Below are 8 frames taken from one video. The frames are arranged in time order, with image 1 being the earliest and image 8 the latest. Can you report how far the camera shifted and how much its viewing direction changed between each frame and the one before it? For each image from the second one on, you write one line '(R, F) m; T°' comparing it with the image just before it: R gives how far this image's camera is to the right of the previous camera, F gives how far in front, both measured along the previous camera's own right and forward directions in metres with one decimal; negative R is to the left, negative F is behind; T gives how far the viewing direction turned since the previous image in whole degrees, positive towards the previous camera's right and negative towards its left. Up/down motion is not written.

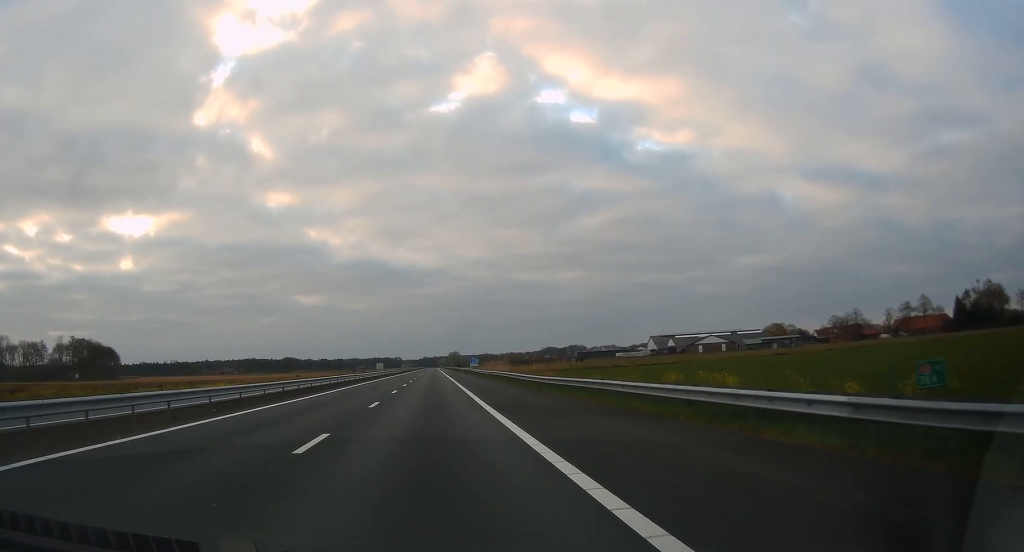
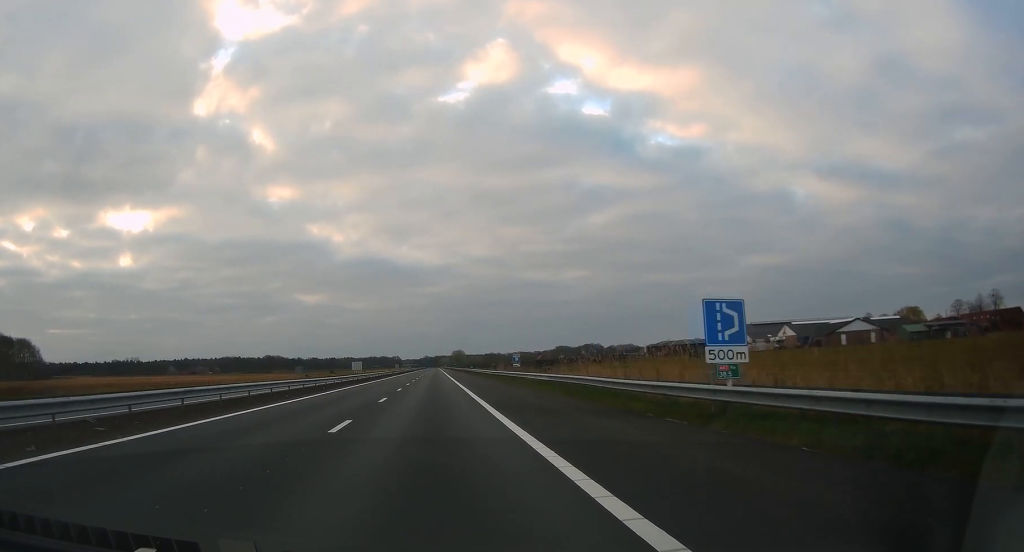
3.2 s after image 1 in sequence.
(+0.1, +95.4) m; 0°
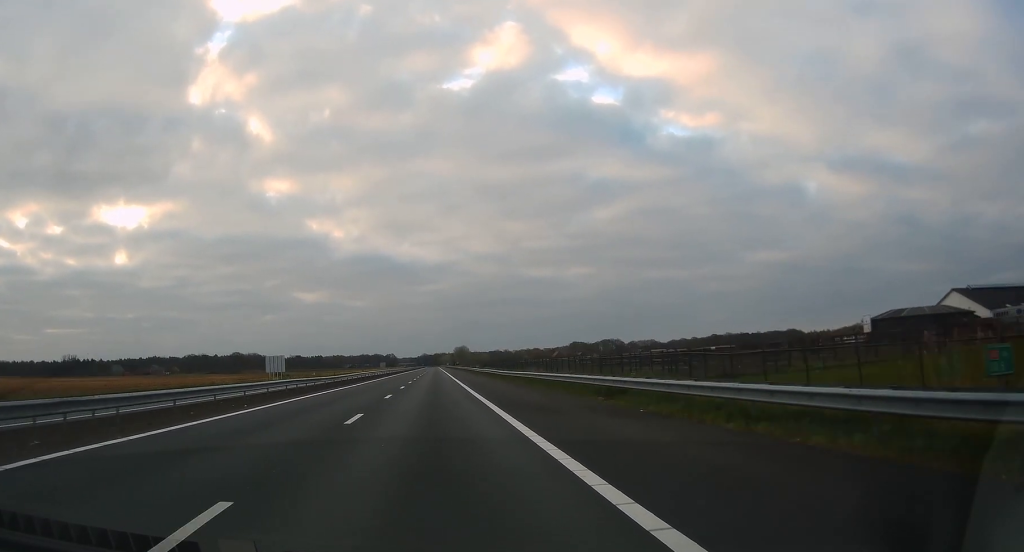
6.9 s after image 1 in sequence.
(0.0, +109.4) m; 0°
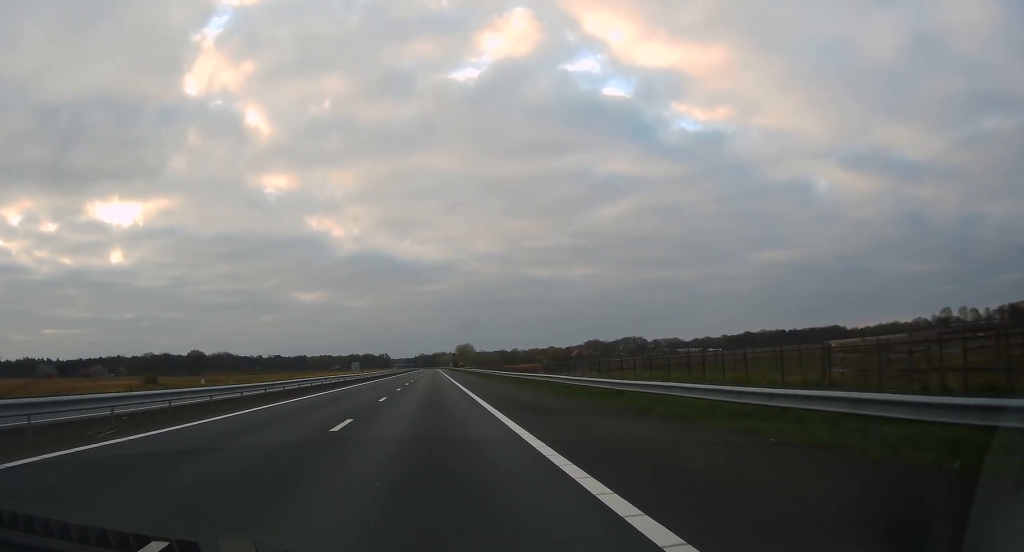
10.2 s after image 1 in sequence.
(+0.1, +99.5) m; 0°
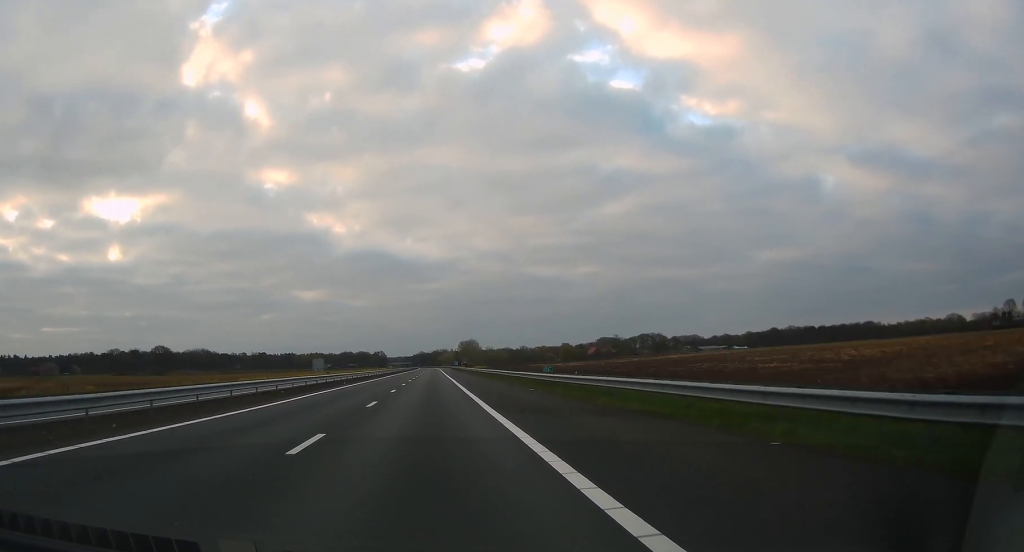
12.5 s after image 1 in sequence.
(-0.2, +66.5) m; 0°
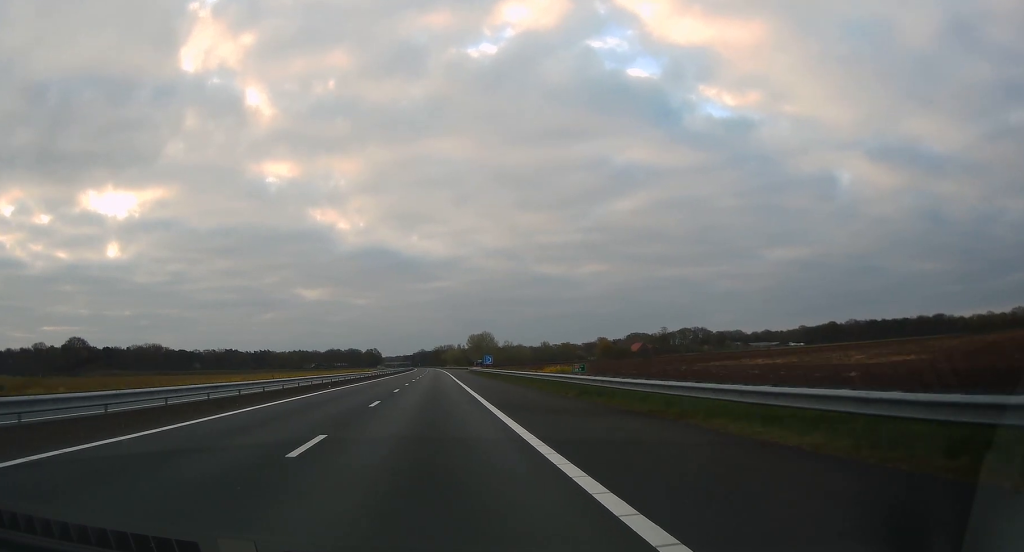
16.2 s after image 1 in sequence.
(-0.4, +109.3) m; 0°
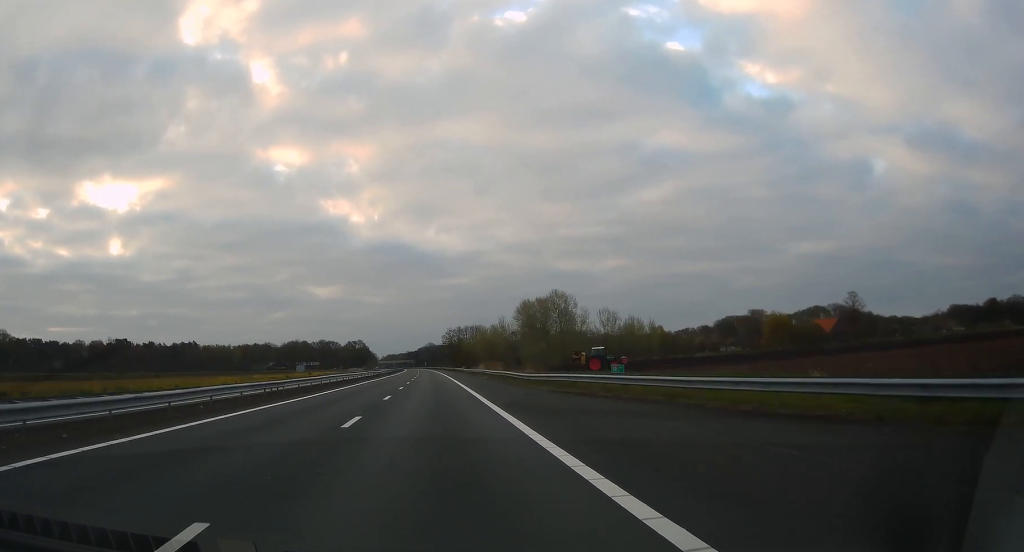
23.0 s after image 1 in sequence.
(-0.2, +204.1) m; -1°
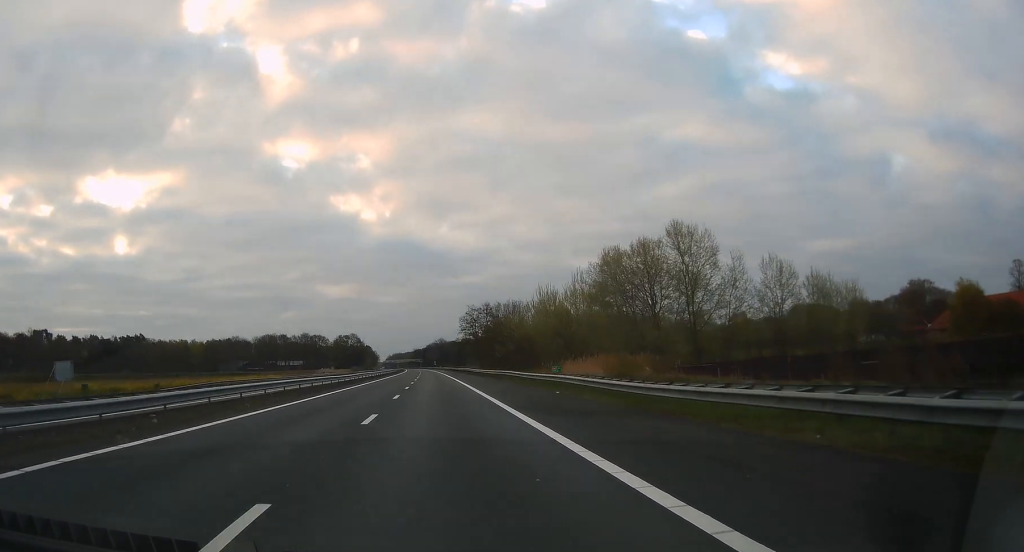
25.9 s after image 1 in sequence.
(-0.8, +85.0) m; -1°
